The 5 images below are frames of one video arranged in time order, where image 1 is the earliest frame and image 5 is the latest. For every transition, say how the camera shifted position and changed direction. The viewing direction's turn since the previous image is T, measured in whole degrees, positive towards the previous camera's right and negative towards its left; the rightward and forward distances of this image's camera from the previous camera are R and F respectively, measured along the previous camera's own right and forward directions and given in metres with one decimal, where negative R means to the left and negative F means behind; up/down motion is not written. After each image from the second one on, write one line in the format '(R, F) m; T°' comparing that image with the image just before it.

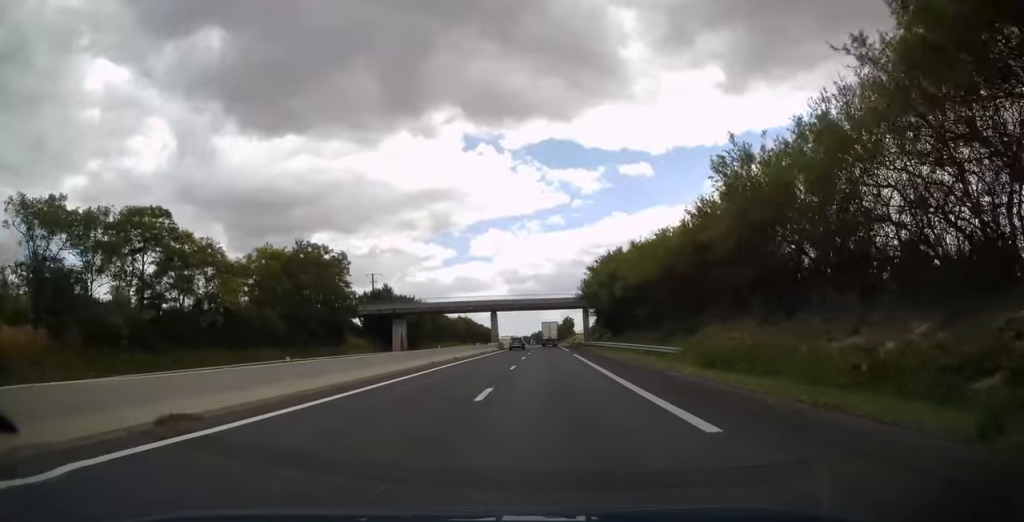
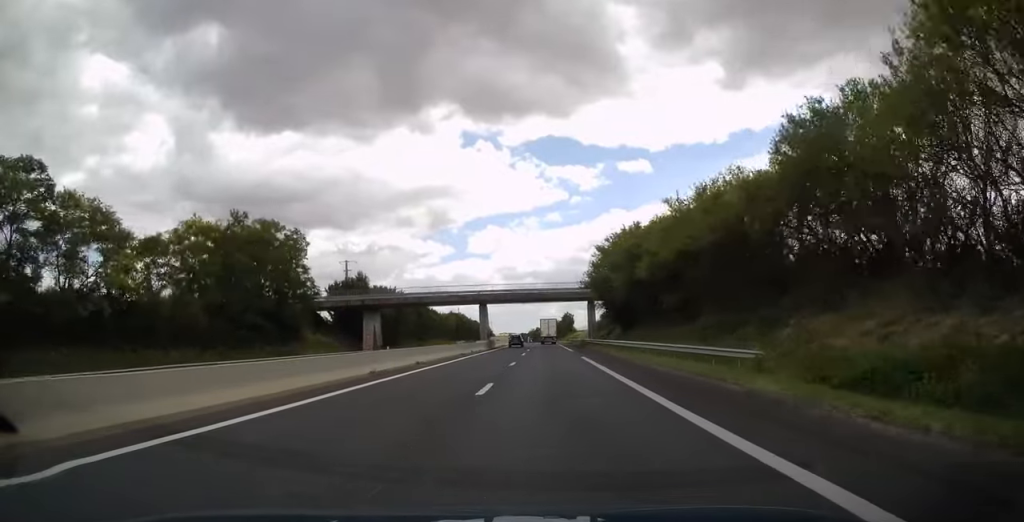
(0.0, +12.4) m; 0°
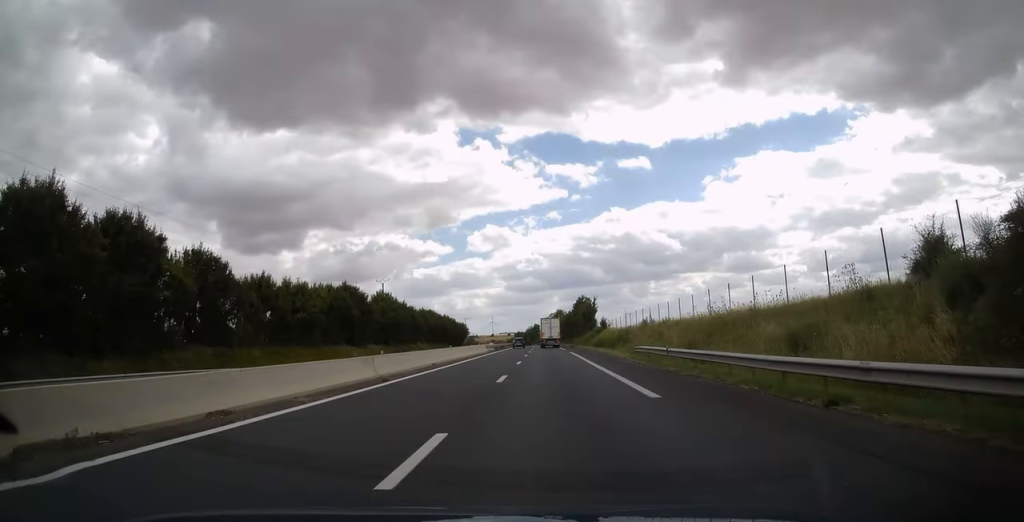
(+0.3, +87.3) m; 0°
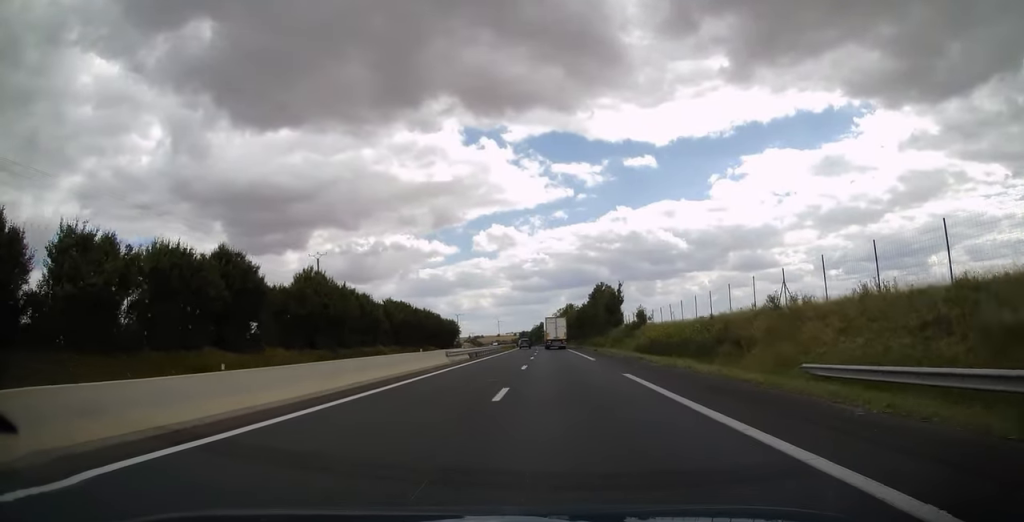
(0.0, +31.3) m; -1°
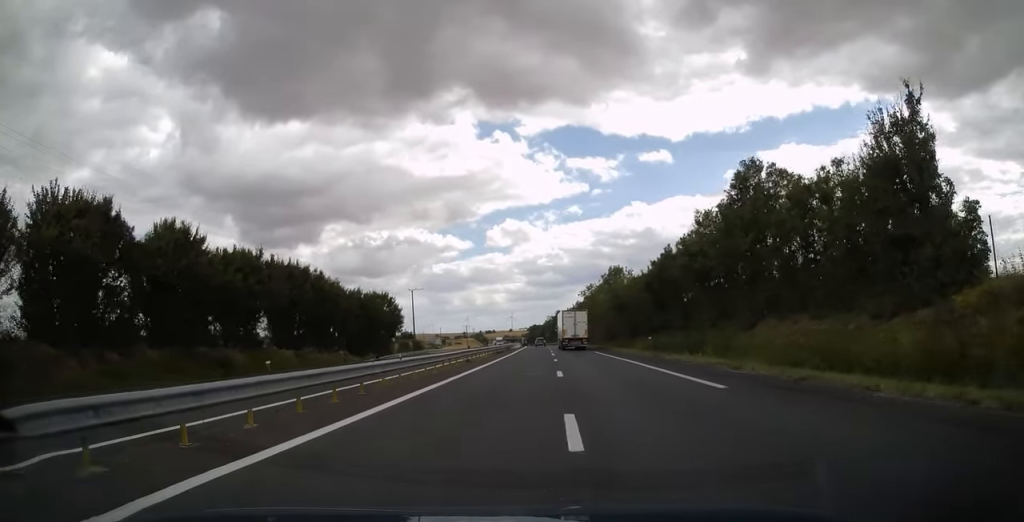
(-1.1, +72.2) m; -2°
